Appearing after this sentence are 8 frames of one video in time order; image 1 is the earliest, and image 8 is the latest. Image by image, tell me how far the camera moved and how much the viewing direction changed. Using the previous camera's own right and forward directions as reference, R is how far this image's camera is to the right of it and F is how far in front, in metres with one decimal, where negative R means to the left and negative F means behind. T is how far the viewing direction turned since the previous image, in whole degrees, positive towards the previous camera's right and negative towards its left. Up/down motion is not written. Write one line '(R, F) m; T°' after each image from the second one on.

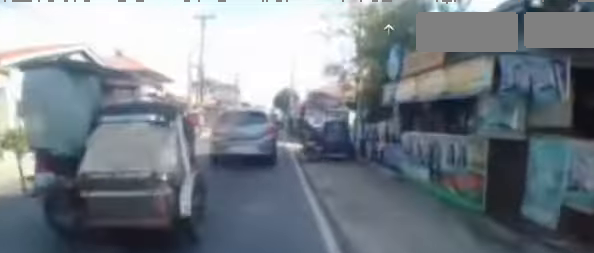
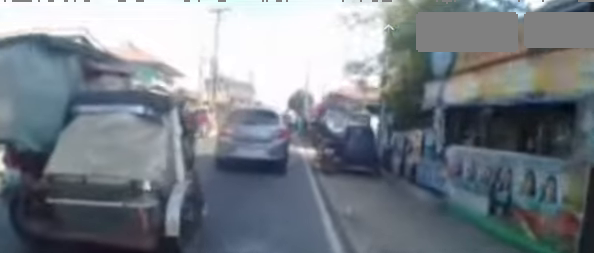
(0.0, +1.4) m; 0°
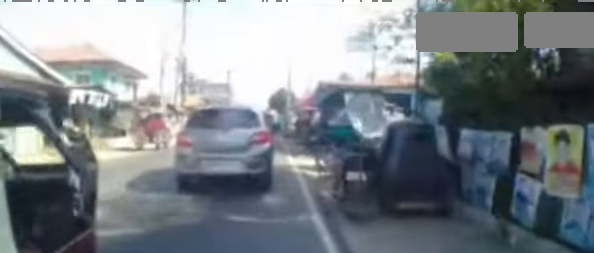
(0.0, +4.2) m; 0°
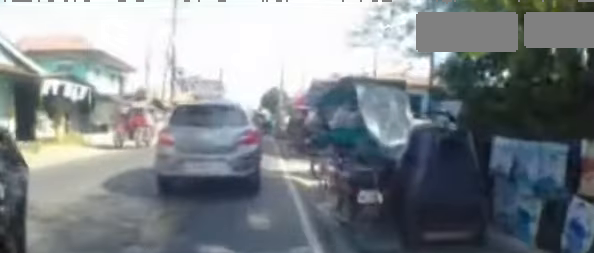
(0.0, +1.0) m; 0°
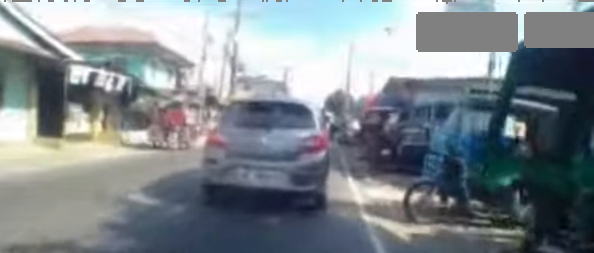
(0.0, +2.7) m; 0°
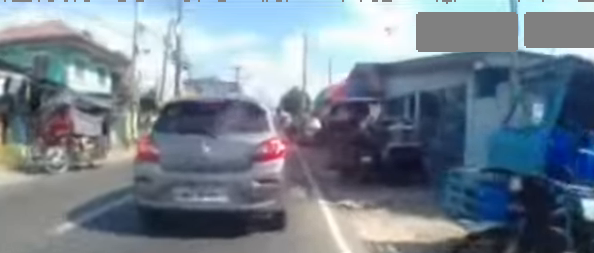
(0.0, +2.4) m; 0°
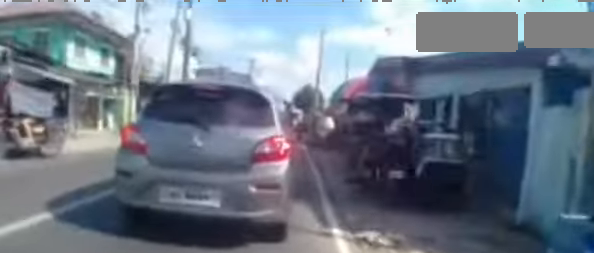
(0.0, +1.4) m; -2°
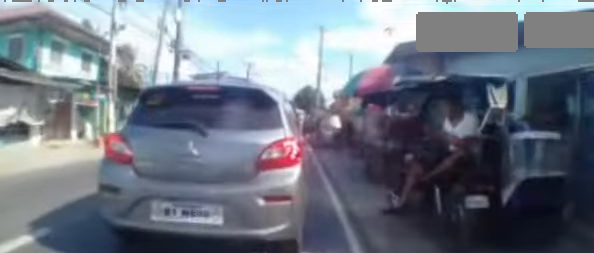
(-0.1, +2.0) m; -3°
